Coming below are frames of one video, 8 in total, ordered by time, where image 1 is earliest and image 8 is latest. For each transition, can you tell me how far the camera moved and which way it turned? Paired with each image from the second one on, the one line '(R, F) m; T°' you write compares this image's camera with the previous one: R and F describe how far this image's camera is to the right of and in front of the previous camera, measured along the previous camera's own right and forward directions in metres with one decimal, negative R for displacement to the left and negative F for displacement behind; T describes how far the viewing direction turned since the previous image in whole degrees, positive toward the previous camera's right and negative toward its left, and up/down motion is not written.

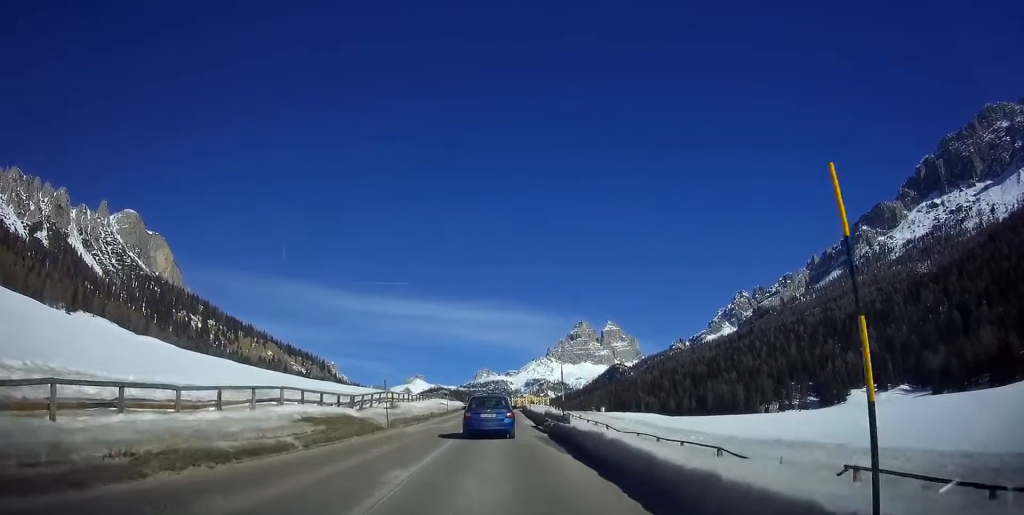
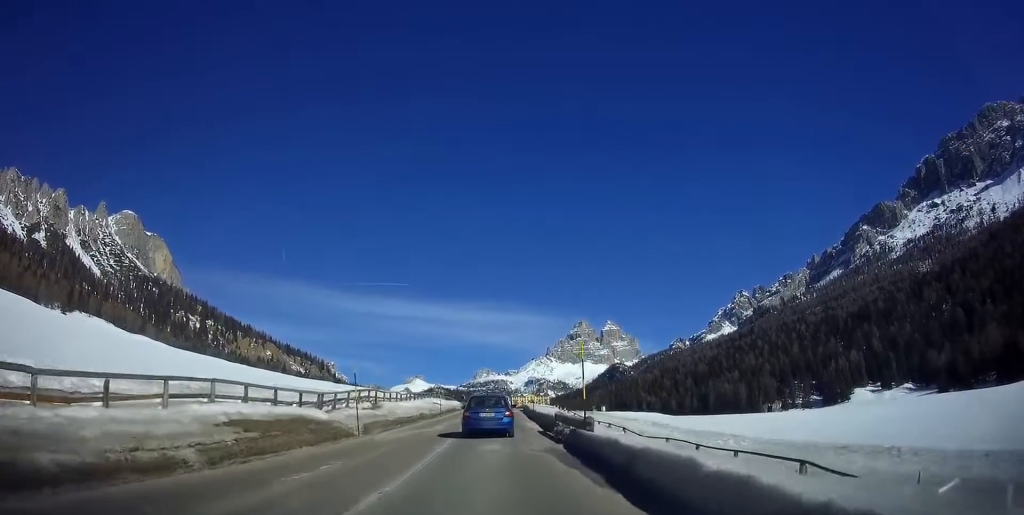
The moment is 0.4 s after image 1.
(0.0, +5.5) m; 0°
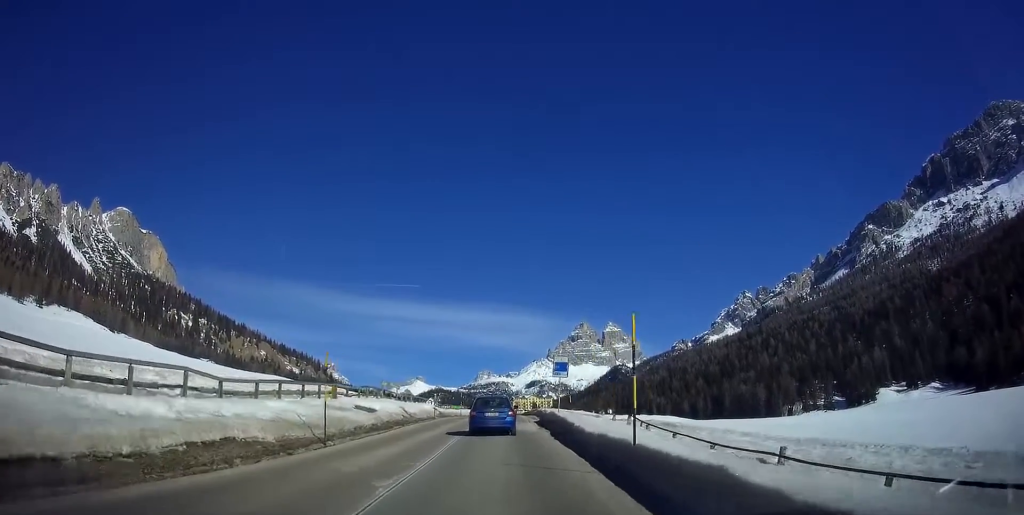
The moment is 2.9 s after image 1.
(-0.1, +31.6) m; +1°
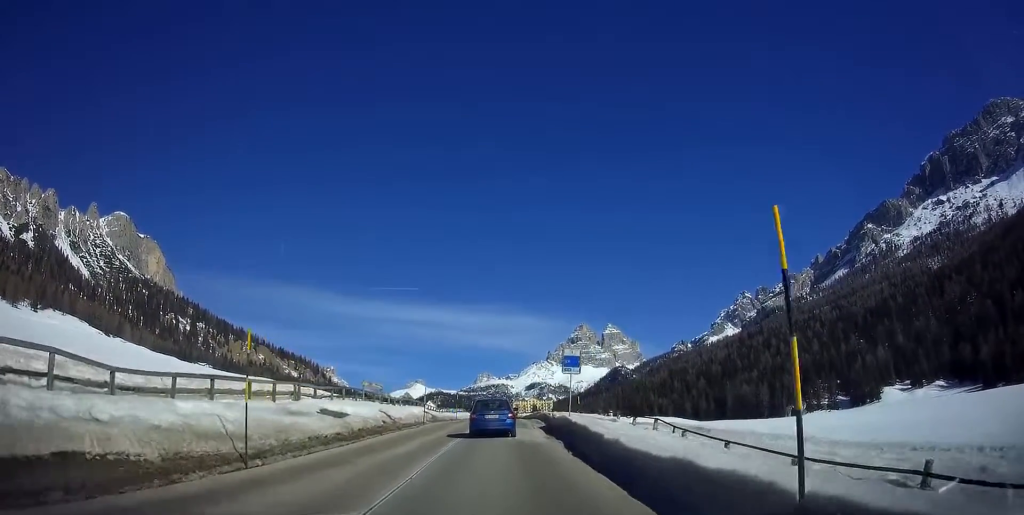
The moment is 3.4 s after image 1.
(0.0, +5.5) m; 0°
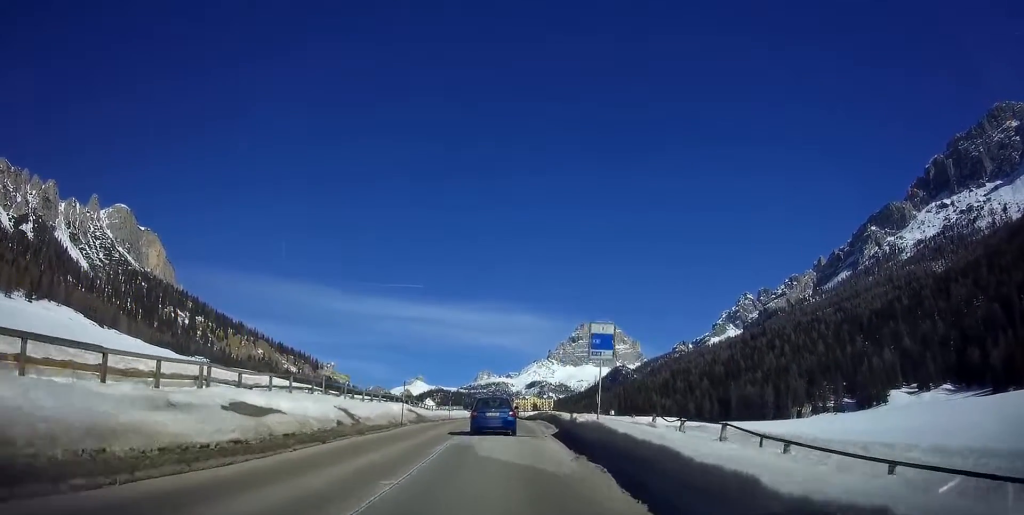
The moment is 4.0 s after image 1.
(0.0, +8.1) m; 0°
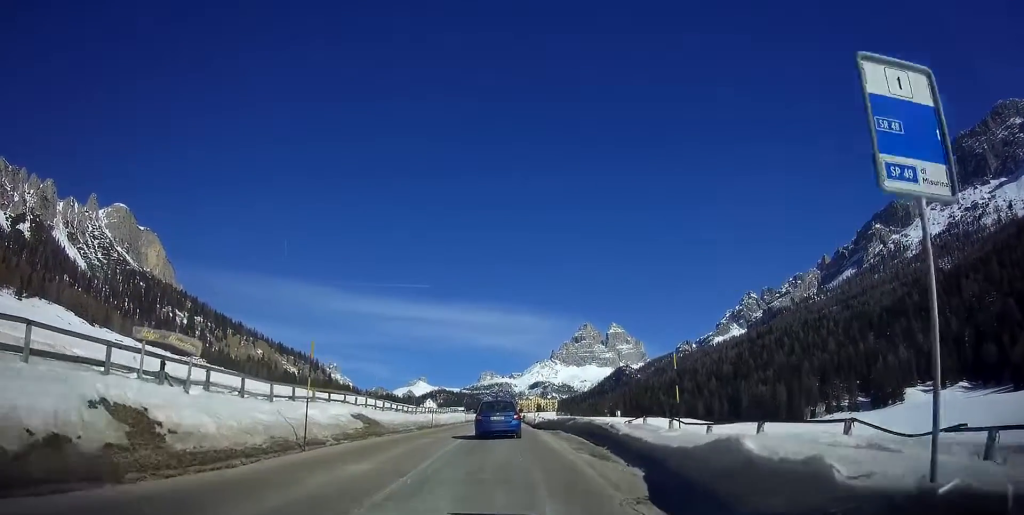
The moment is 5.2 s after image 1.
(0.0, +15.1) m; 0°
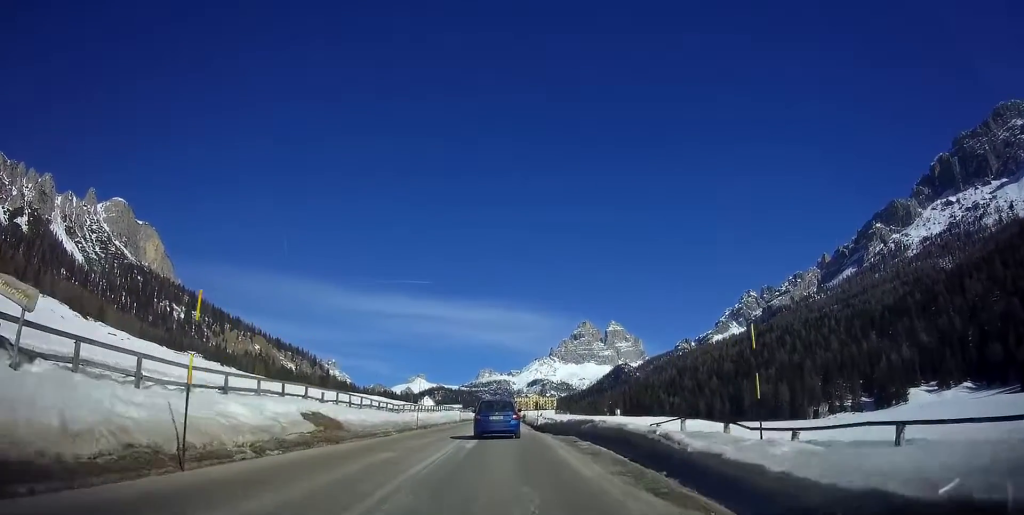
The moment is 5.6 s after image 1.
(+0.1, +6.1) m; 0°
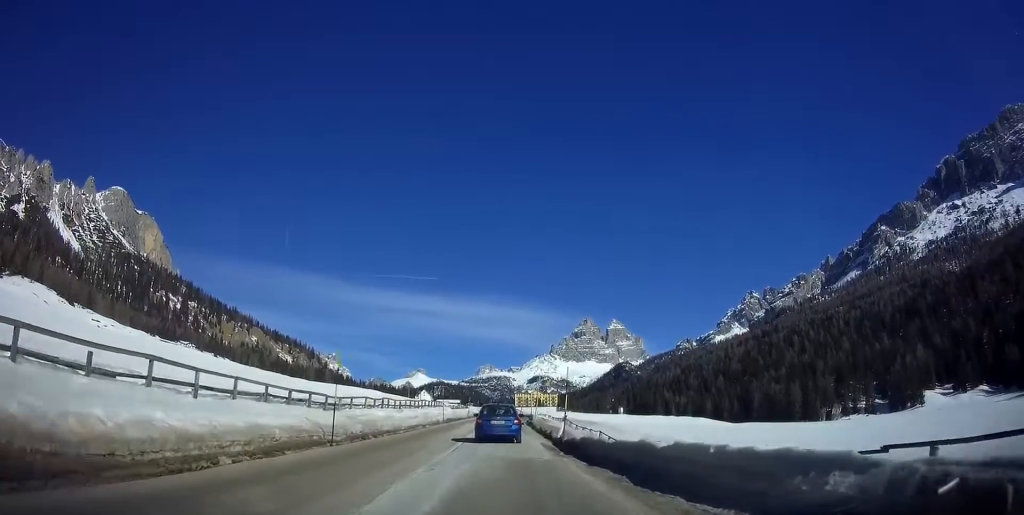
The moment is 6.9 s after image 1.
(-0.2, +17.4) m; -1°
